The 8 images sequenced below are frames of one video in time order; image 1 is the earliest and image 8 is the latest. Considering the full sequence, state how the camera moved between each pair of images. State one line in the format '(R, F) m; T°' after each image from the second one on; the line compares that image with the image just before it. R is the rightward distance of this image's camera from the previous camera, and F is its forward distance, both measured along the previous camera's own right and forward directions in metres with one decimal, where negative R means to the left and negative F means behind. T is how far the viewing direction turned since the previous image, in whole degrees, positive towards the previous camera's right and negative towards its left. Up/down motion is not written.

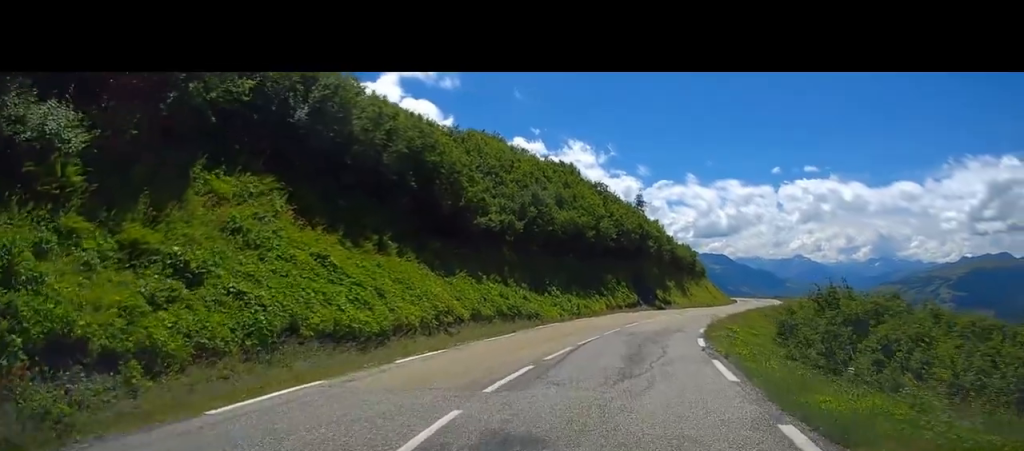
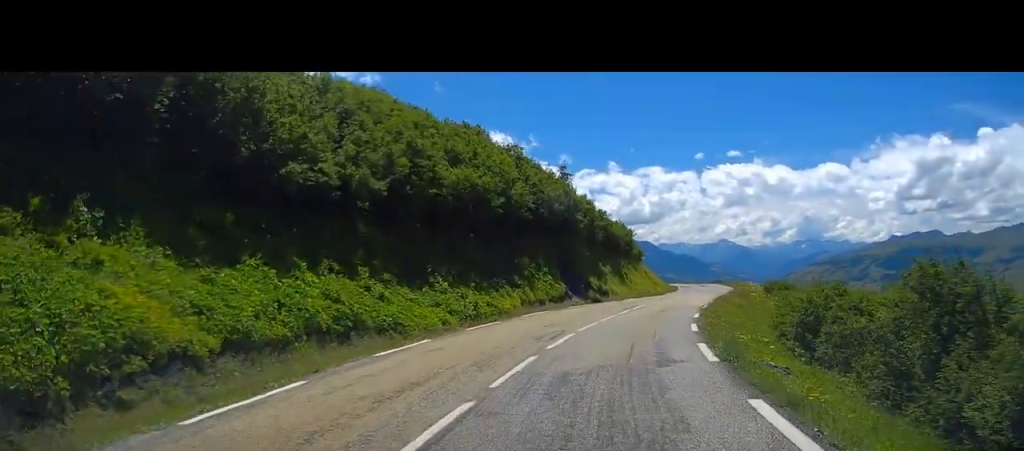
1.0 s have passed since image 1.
(+0.2, +12.3) m; +6°
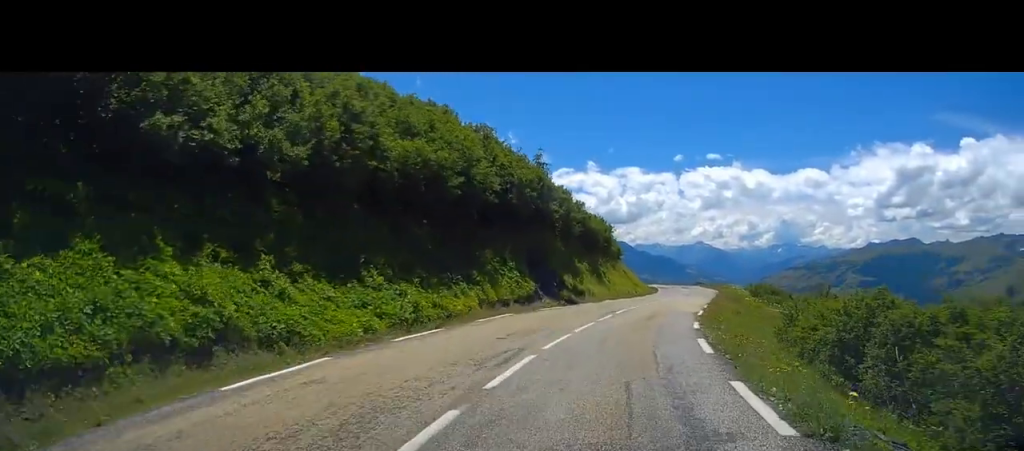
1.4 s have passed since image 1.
(+0.3, +5.1) m; +2°
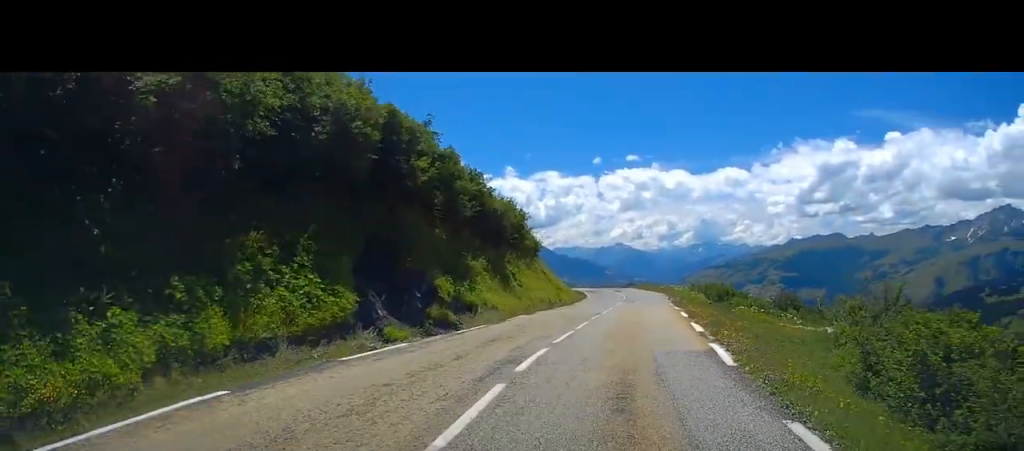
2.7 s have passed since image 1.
(+1.1, +15.6) m; +7°
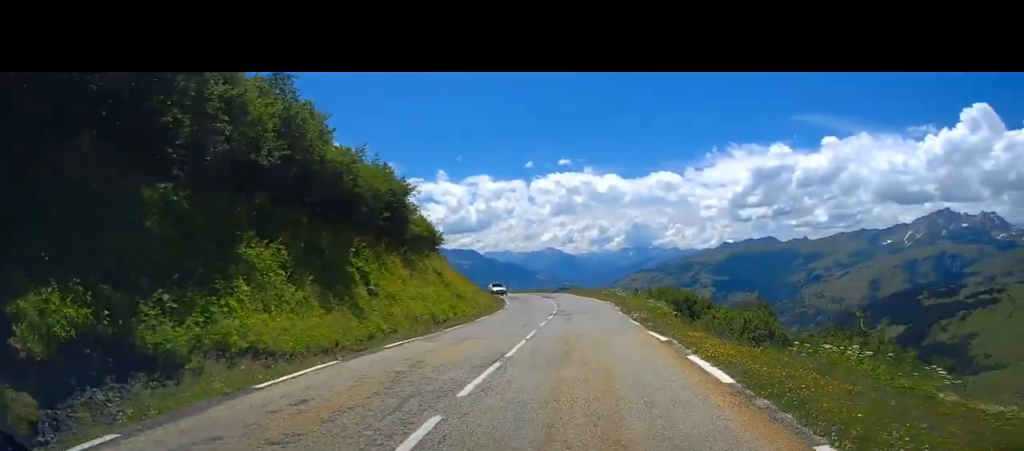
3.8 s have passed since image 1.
(+0.7, +14.7) m; +5°
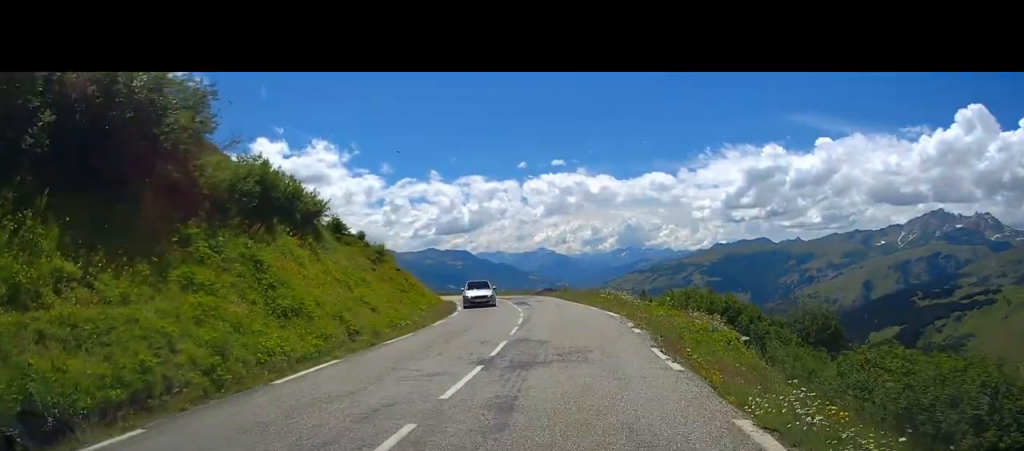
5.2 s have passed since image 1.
(+0.4, +17.9) m; +2°
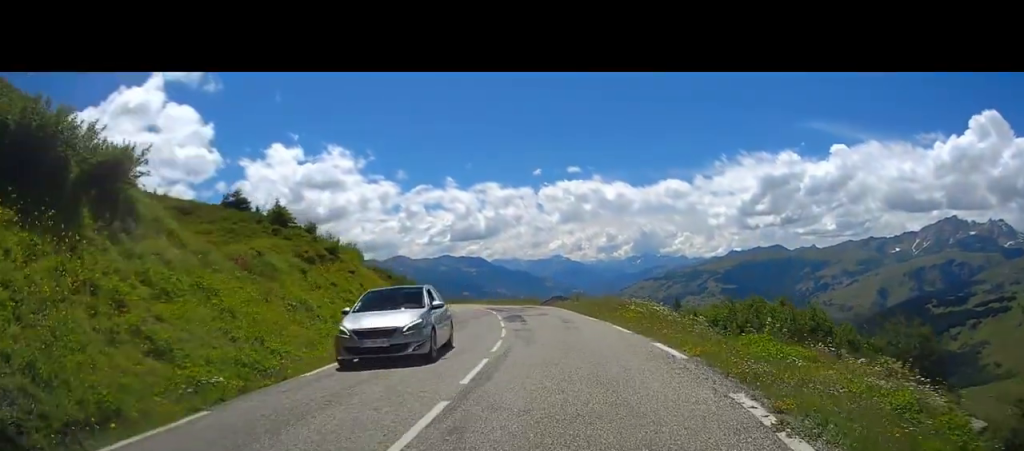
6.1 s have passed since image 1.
(+0.1, +11.9) m; 0°
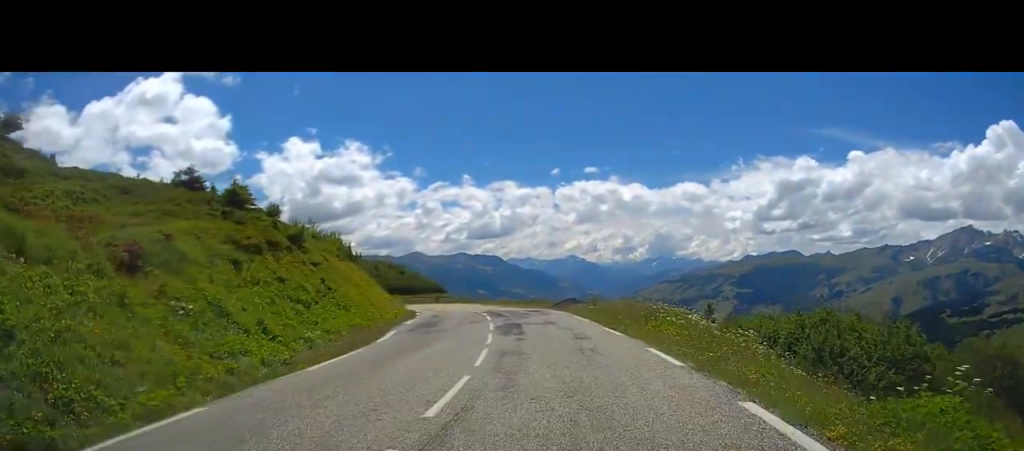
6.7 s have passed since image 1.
(-0.1, +6.6) m; -1°
